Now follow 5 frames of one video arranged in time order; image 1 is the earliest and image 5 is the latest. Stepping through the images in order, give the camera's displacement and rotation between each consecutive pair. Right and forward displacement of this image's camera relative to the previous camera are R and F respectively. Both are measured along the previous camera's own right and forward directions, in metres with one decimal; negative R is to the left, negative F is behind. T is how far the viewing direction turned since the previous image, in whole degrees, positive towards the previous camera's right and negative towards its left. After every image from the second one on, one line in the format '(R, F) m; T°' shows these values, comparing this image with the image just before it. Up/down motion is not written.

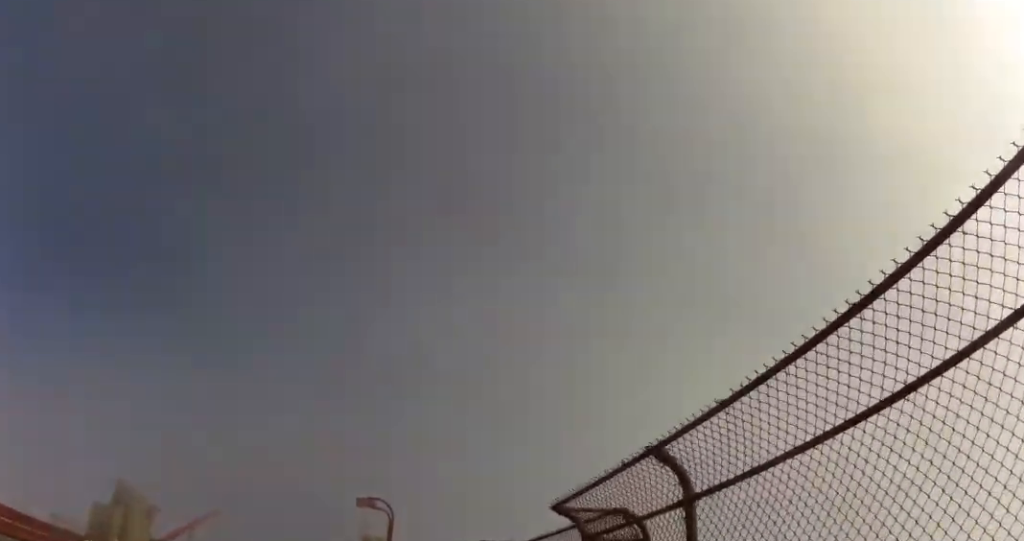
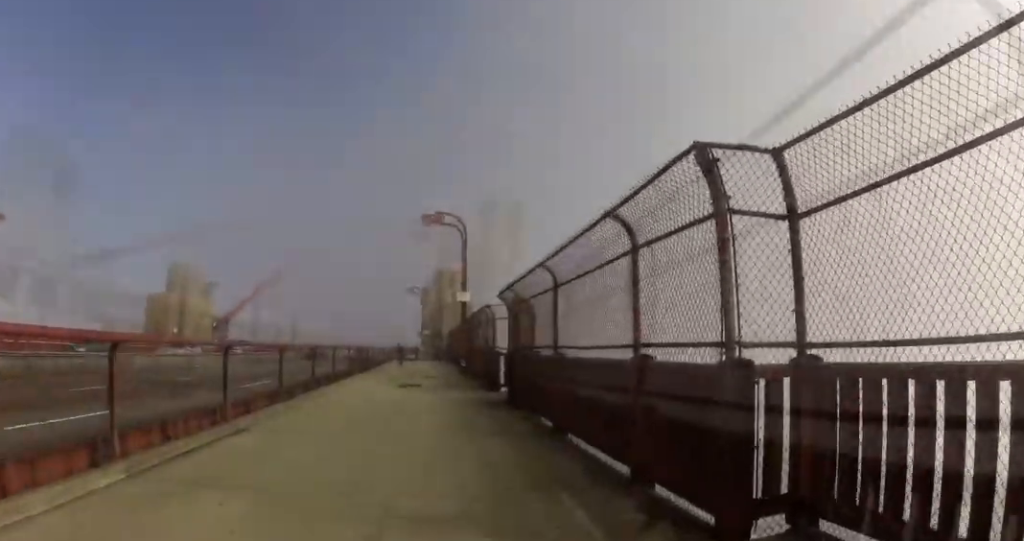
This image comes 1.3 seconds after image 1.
(0.0, +13.2) m; 0°
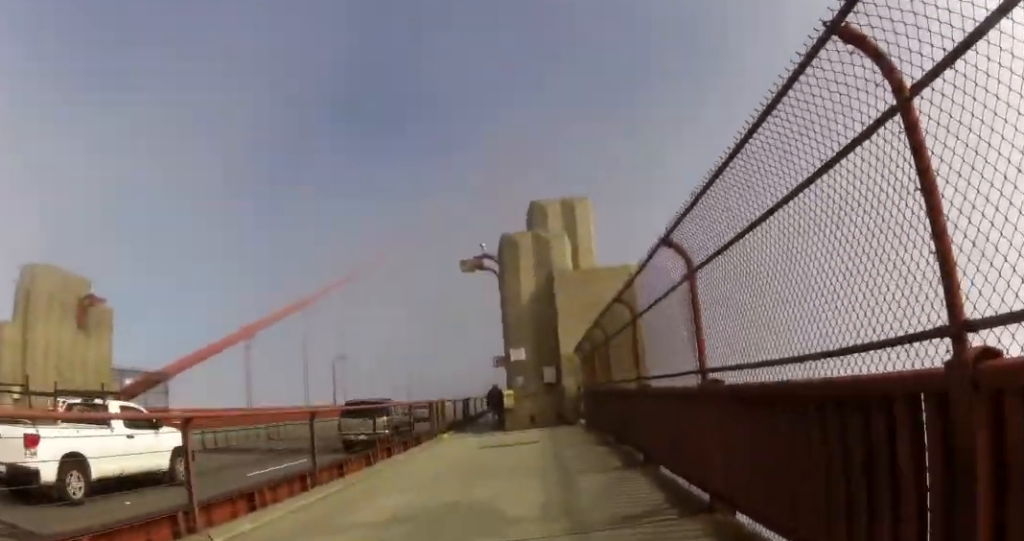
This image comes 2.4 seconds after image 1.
(0.0, +7.7) m; +2°
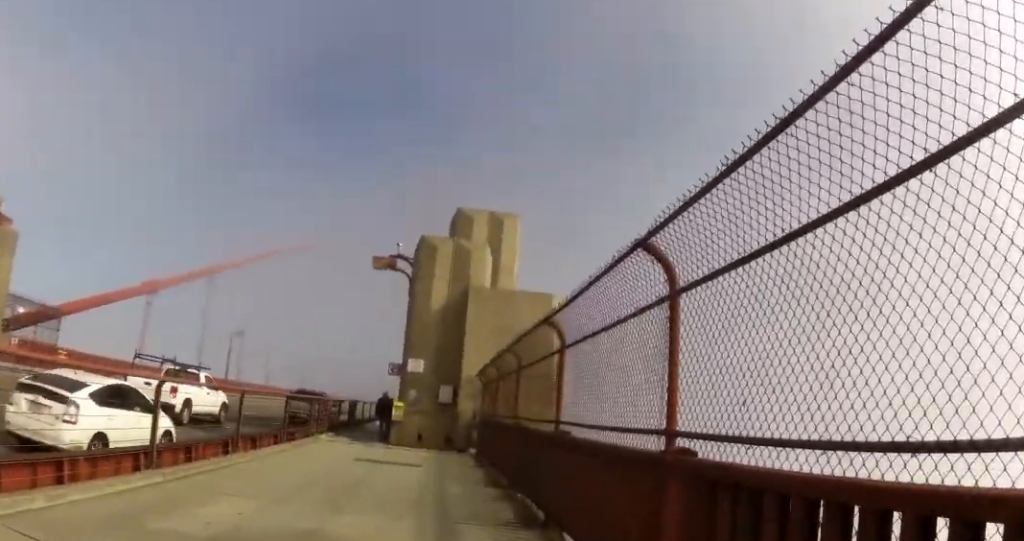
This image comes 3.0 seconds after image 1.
(+0.1, +3.8) m; -3°
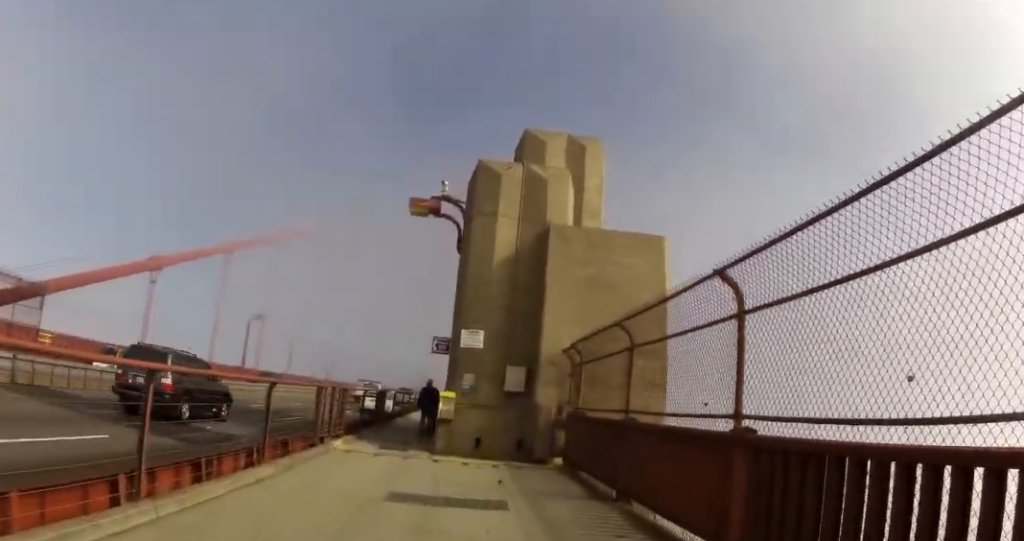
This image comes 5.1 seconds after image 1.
(-0.8, +10.2) m; 0°
